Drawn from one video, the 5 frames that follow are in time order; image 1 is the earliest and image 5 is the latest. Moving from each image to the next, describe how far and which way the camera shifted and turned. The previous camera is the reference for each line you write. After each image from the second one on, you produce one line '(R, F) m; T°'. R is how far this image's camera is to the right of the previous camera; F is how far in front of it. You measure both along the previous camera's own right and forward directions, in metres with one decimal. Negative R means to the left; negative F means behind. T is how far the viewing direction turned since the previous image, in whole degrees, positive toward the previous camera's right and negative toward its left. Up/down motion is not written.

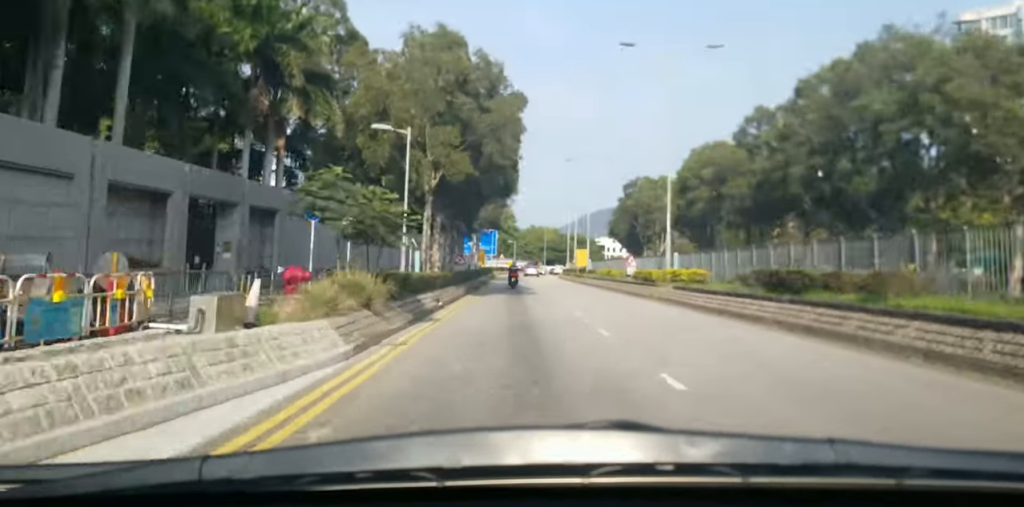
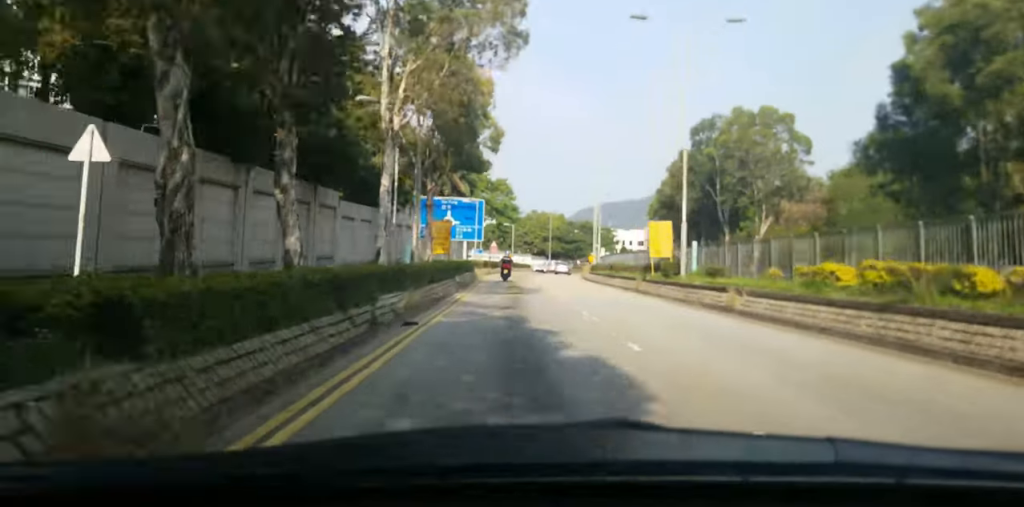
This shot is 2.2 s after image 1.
(-1.1, +39.1) m; -1°
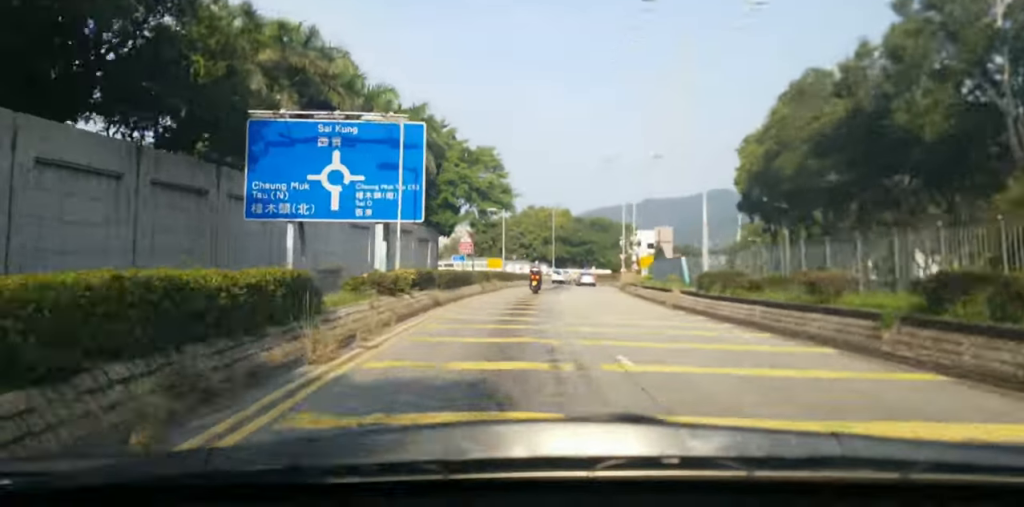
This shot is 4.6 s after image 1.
(-0.1, +37.1) m; 0°
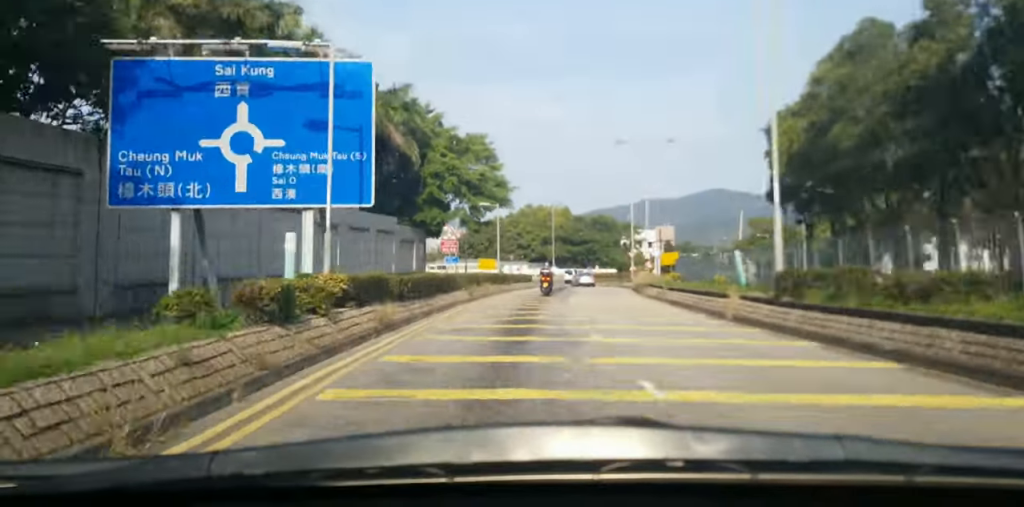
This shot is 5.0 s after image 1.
(+0.1, +7.5) m; 0°
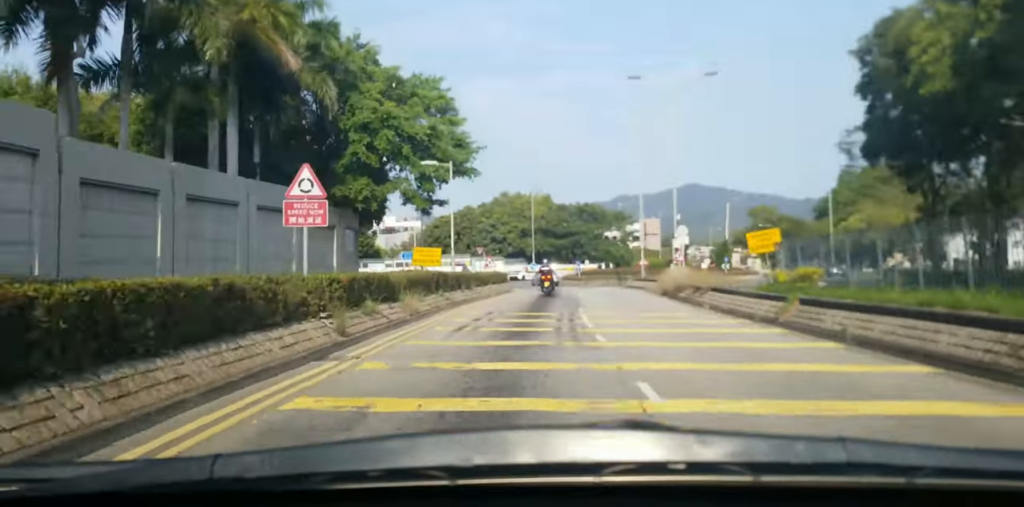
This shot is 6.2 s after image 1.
(+0.1, +18.0) m; +2°
